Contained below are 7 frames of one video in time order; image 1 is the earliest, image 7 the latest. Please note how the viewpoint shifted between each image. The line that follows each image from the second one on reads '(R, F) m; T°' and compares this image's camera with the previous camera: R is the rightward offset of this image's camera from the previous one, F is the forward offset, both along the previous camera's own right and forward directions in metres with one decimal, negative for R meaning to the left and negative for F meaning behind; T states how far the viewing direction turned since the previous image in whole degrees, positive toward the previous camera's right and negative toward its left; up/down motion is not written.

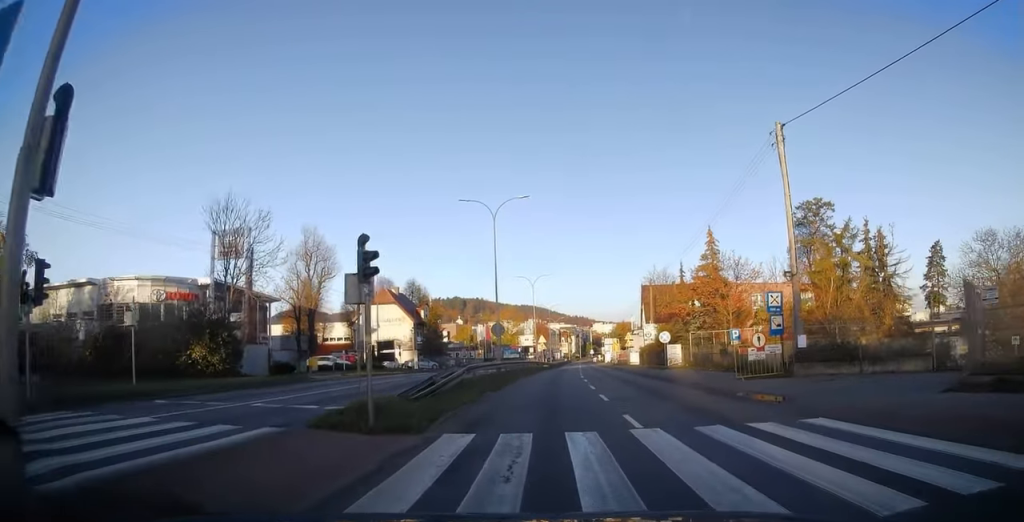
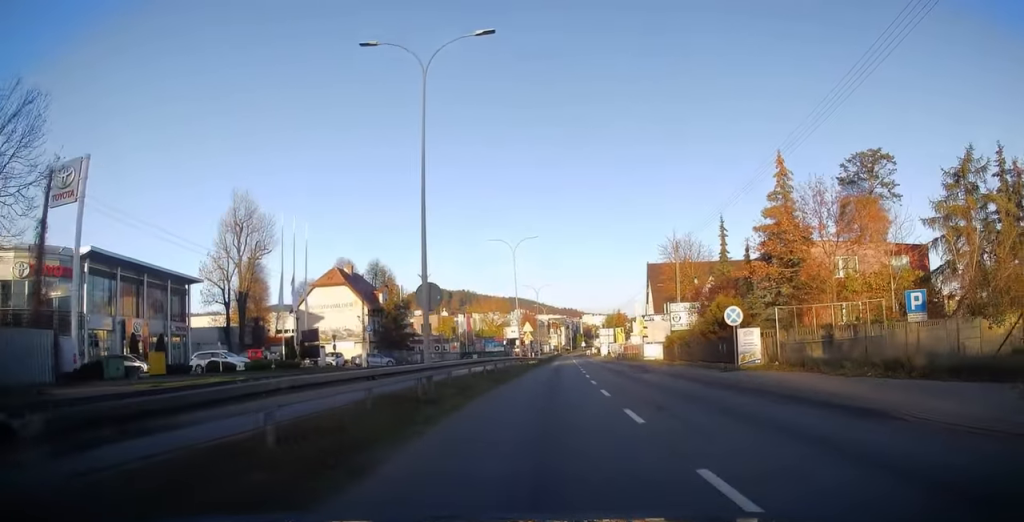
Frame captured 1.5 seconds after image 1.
(-0.1, +18.6) m; +1°
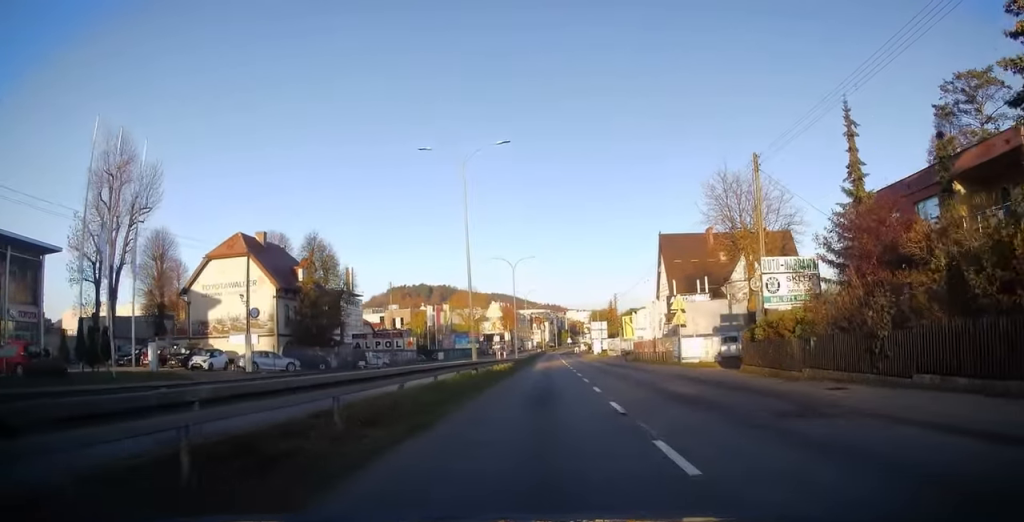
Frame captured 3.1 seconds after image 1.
(+0.6, +22.3) m; +2°
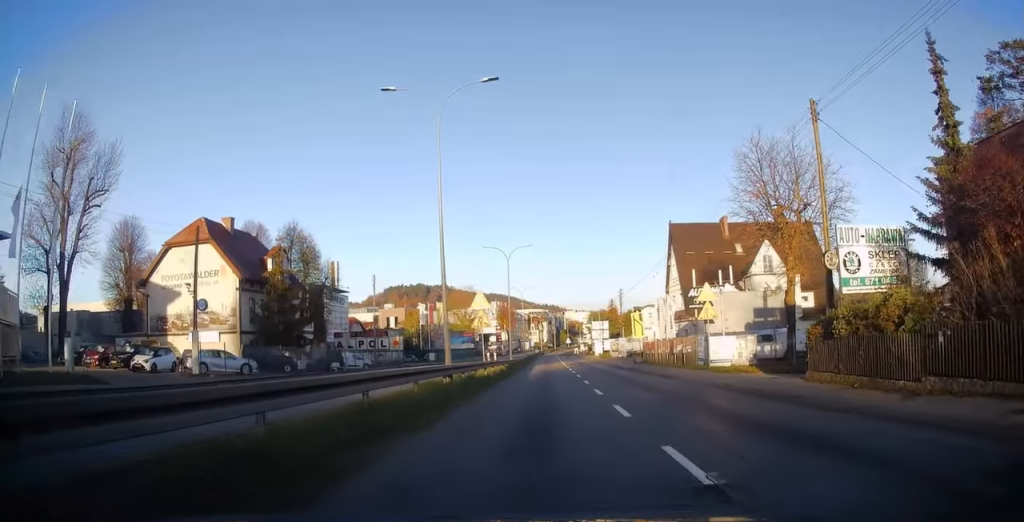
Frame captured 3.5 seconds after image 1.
(-0.1, +6.6) m; 0°
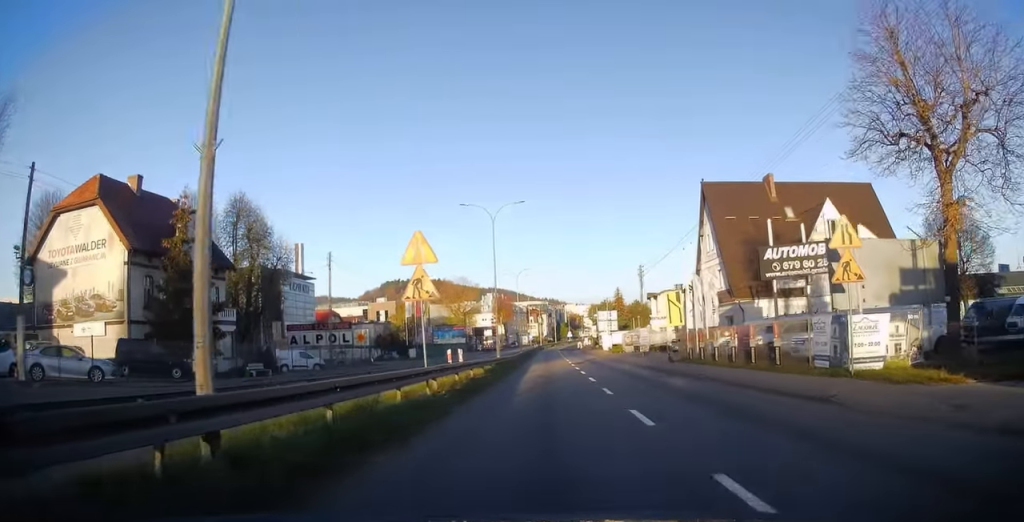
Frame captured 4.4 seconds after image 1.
(0.0, +14.0) m; 0°
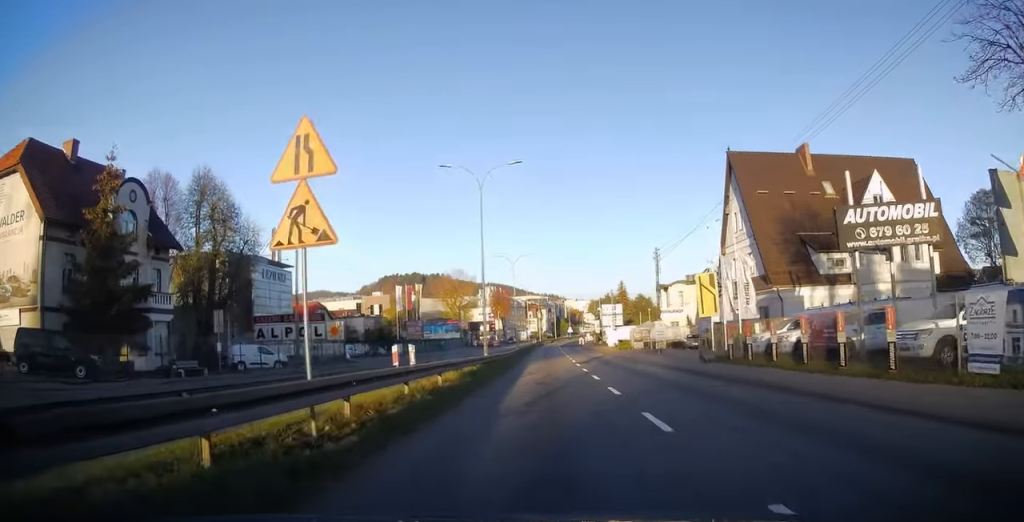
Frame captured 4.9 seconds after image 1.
(+0.1, +7.3) m; 0°
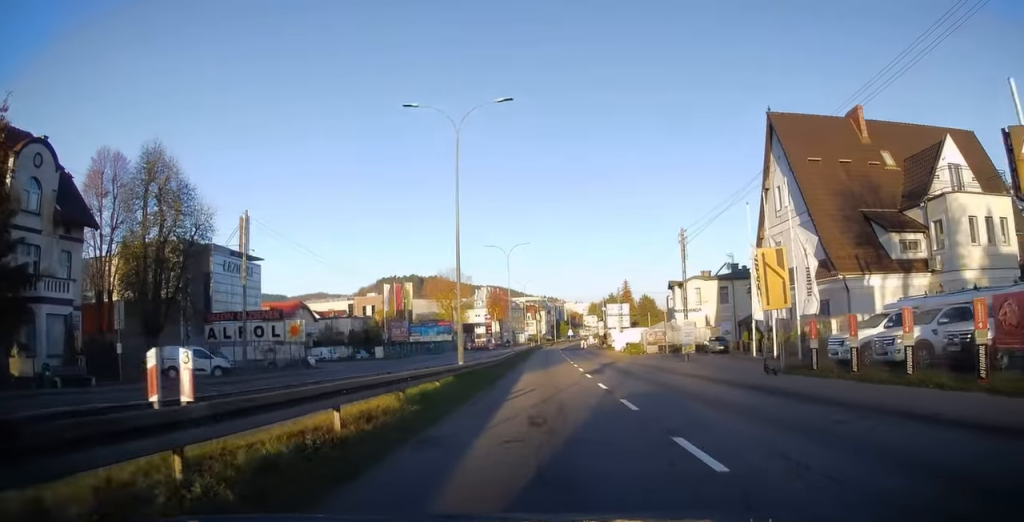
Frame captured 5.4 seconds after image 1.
(0.0, +8.6) m; 0°
